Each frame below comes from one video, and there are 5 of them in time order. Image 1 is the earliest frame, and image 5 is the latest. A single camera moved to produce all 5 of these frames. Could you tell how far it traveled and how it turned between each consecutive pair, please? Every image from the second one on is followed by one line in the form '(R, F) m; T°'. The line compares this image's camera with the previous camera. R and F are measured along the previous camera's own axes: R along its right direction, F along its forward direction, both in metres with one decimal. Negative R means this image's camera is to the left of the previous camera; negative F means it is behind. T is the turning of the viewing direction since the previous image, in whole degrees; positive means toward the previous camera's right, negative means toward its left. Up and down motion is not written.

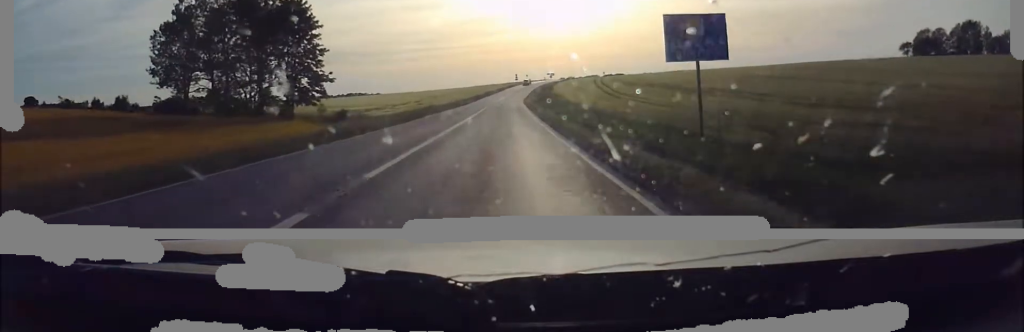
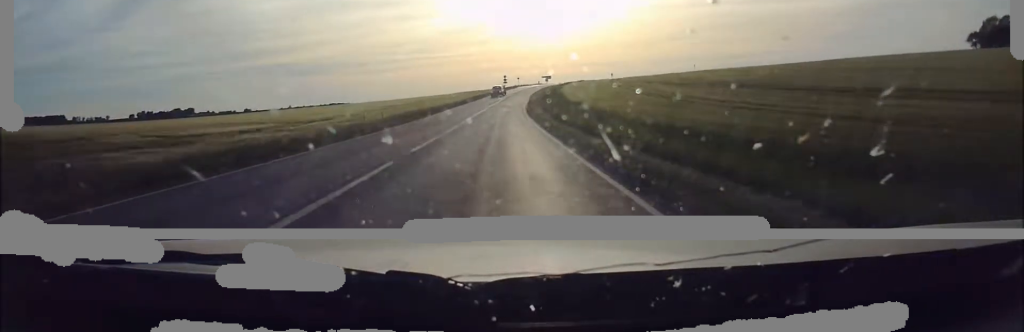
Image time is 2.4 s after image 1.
(+0.4, +54.4) m; +1°
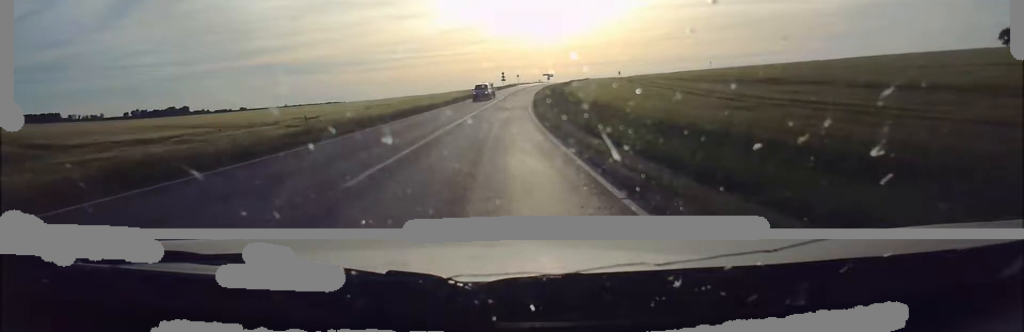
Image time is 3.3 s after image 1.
(+0.2, +18.7) m; 0°
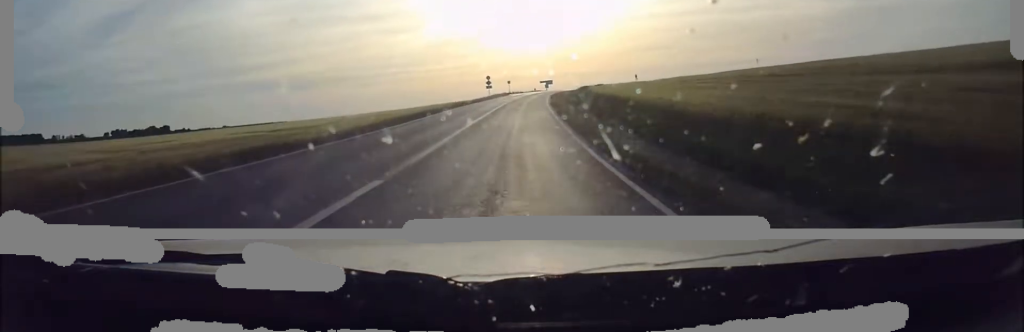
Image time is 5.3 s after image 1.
(0.0, +45.3) m; 0°
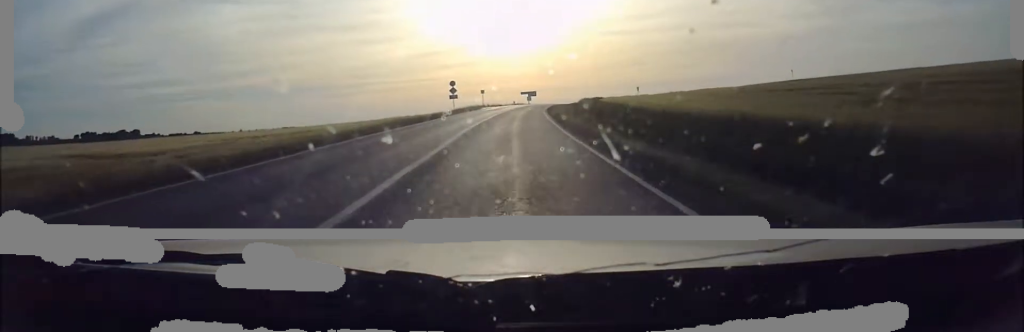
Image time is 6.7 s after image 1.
(+0.1, +30.8) m; 0°
